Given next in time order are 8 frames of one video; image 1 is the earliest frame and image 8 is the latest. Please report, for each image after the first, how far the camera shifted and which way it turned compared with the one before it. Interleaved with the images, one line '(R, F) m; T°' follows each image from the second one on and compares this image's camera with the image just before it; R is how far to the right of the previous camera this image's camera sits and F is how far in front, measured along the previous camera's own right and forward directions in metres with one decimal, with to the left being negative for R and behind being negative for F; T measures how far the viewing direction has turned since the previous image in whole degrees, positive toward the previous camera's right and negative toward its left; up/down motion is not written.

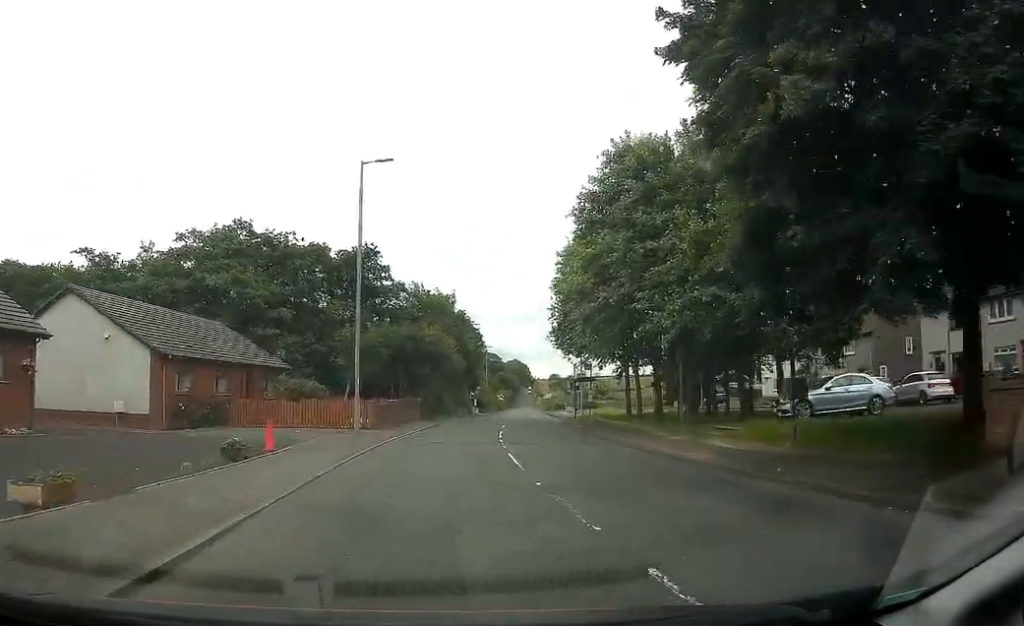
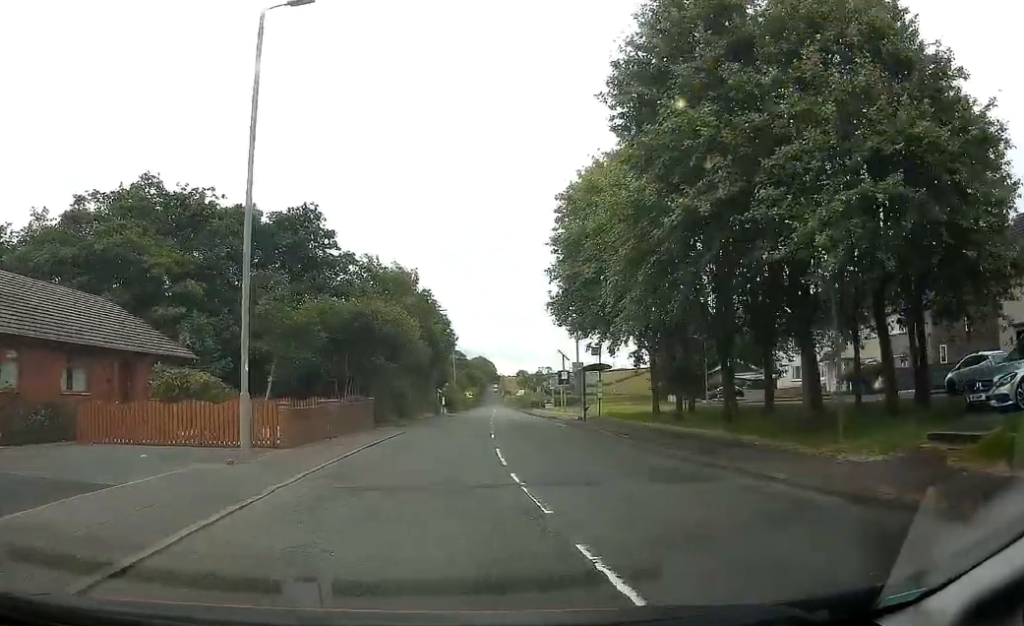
(+0.1, +11.4) m; +2°
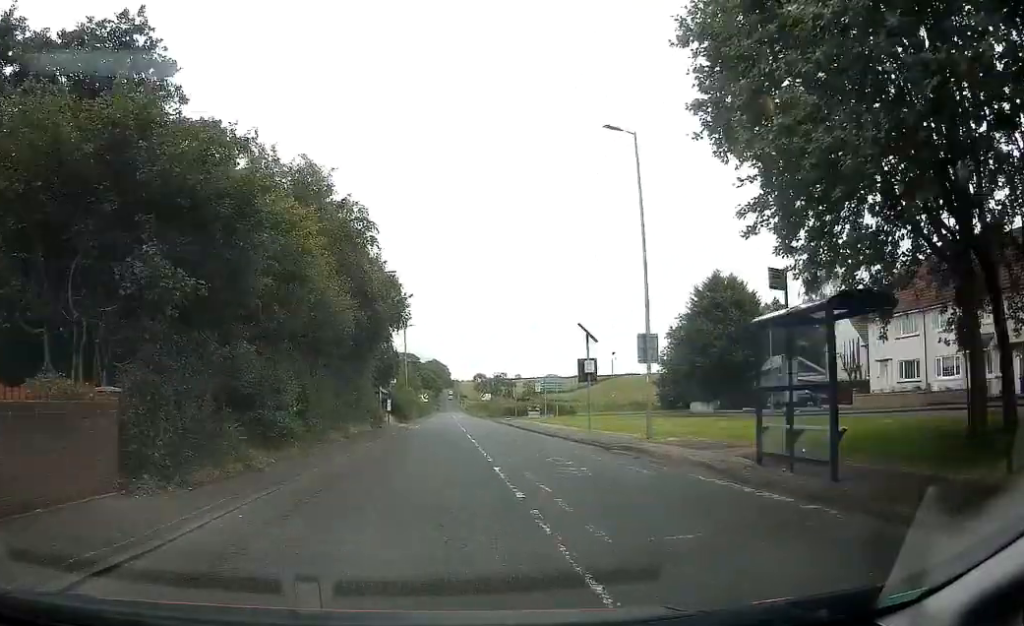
(+1.2, +21.8) m; +5°
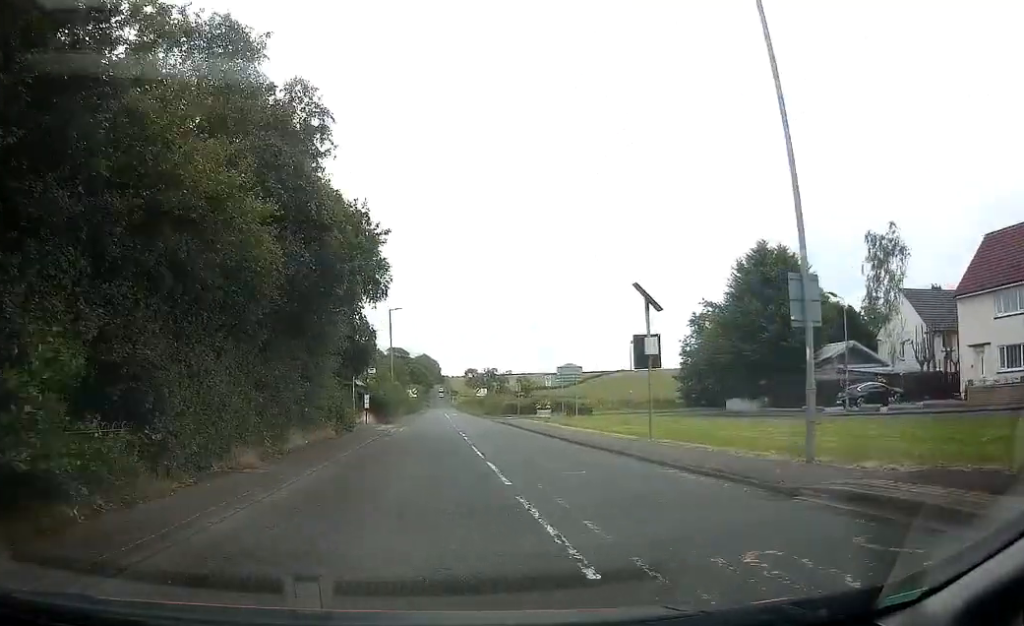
(0.0, +10.7) m; 0°
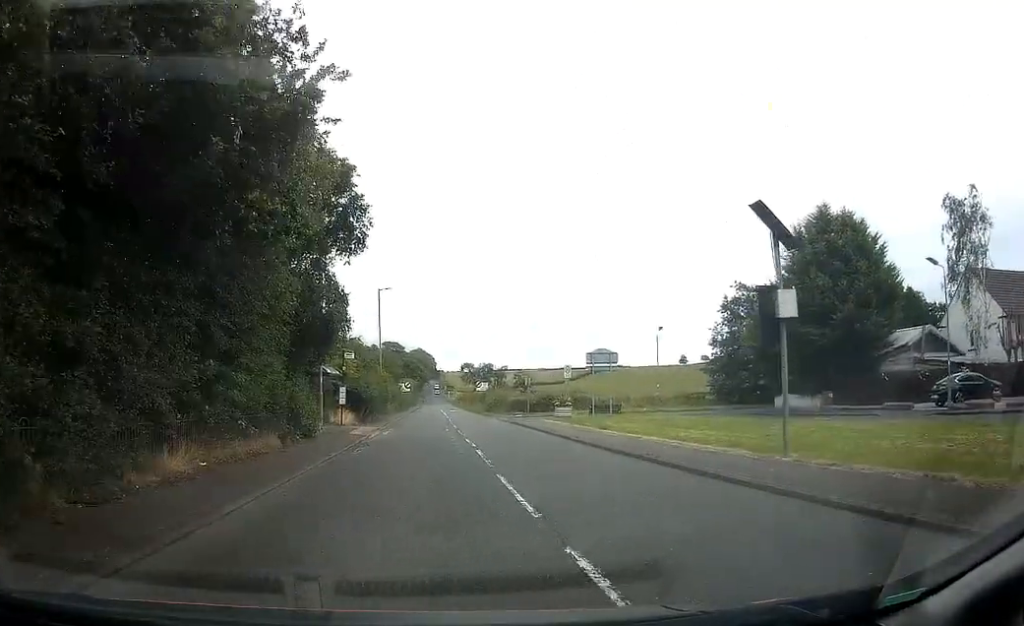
(+0.1, +9.2) m; +1°
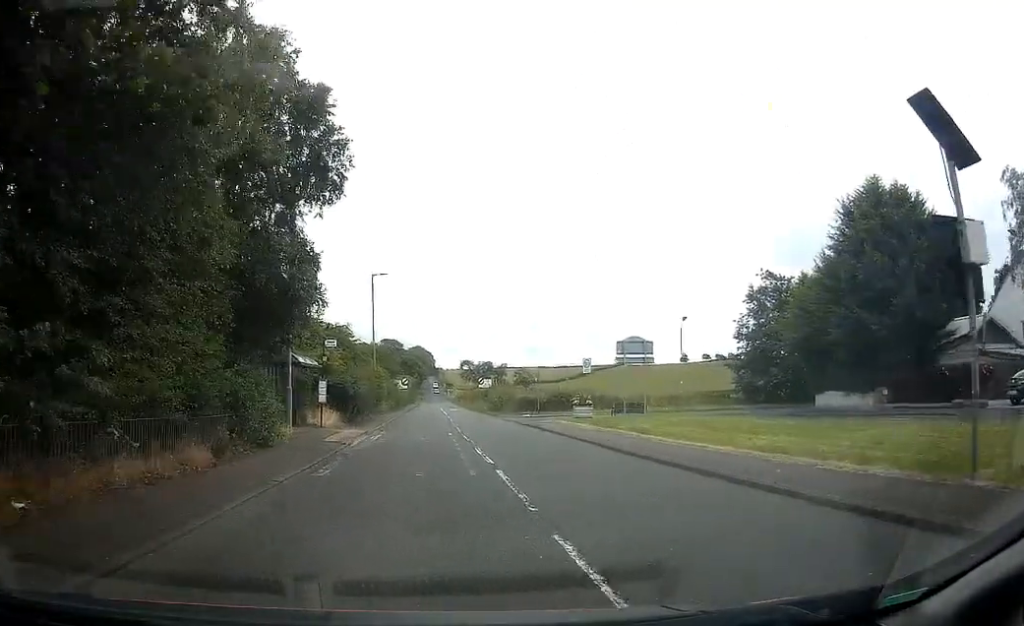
(0.0, +5.8) m; +1°
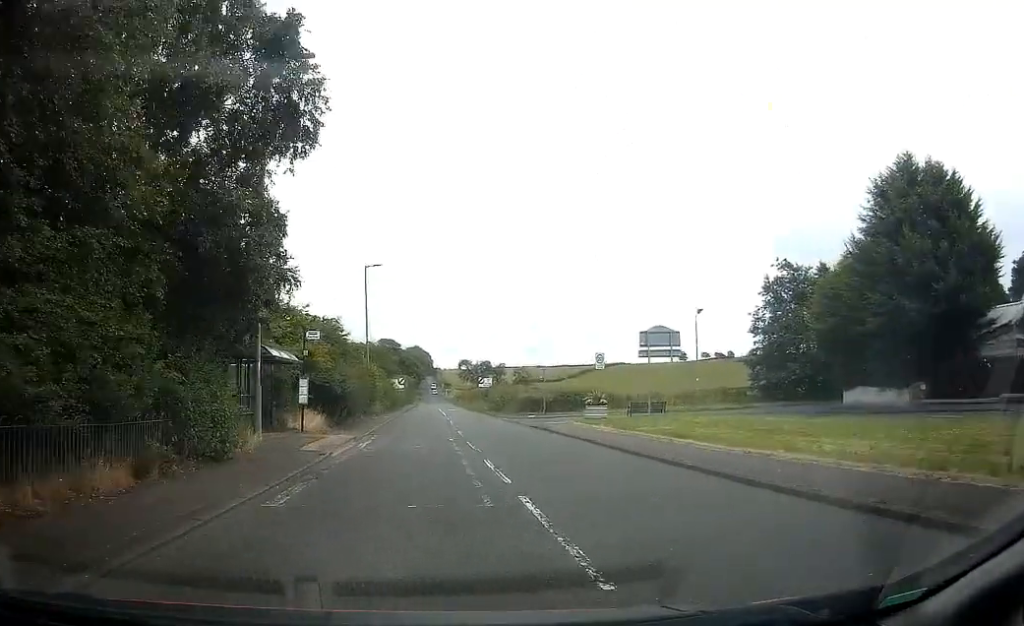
(0.0, +3.6) m; 0°
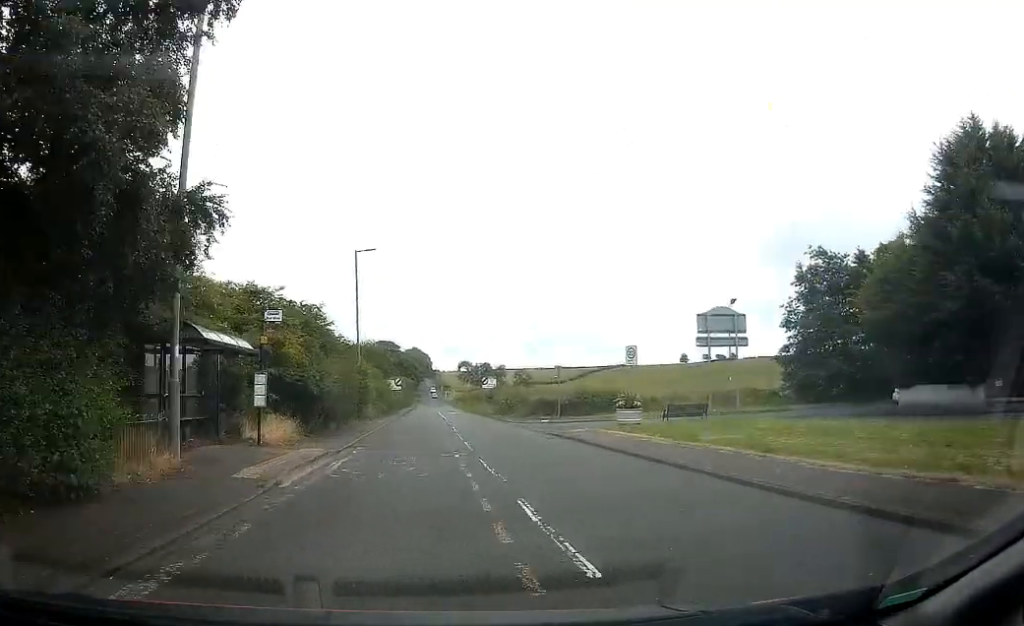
(+0.1, +5.8) m; +2°
